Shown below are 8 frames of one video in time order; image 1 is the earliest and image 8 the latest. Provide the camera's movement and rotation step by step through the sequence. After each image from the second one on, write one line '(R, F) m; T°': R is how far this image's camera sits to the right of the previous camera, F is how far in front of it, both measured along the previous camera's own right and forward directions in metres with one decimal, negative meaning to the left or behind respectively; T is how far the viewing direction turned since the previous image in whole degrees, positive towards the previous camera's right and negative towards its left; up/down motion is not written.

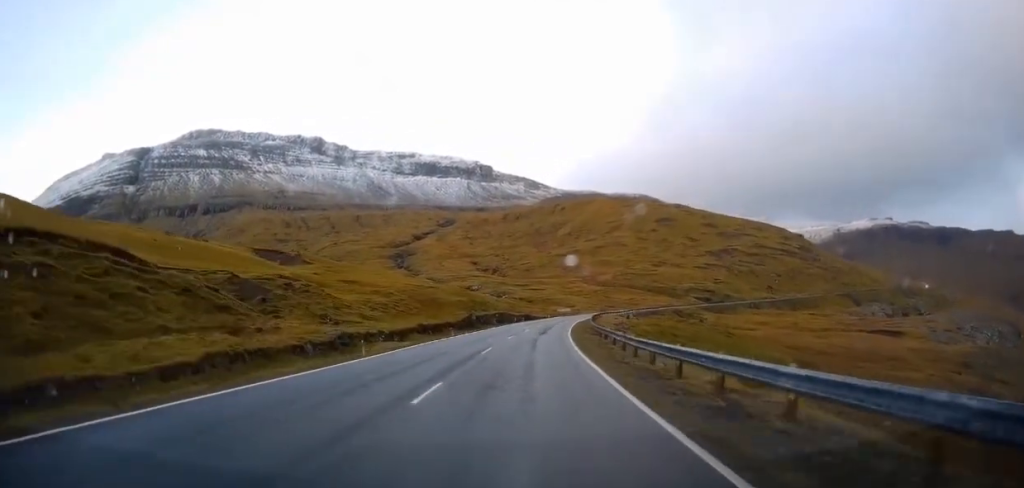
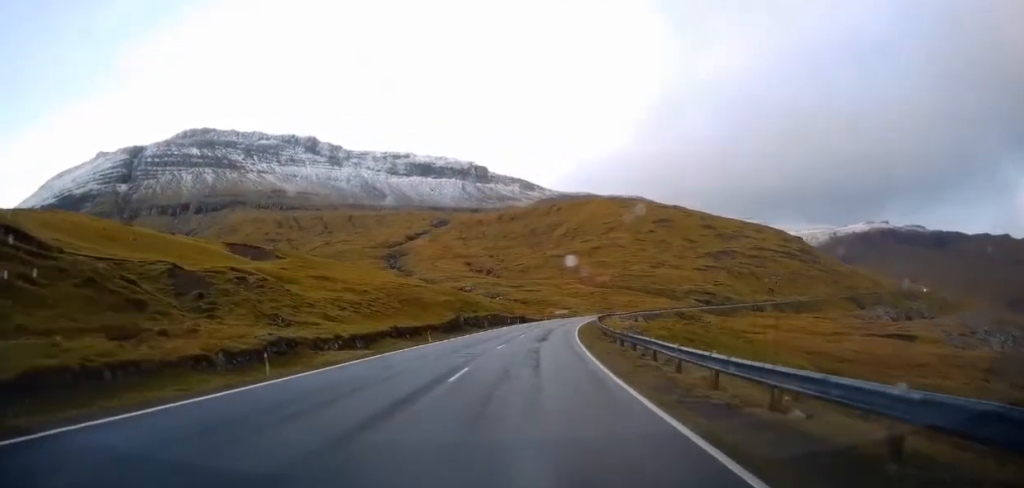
(0.0, +8.9) m; 0°
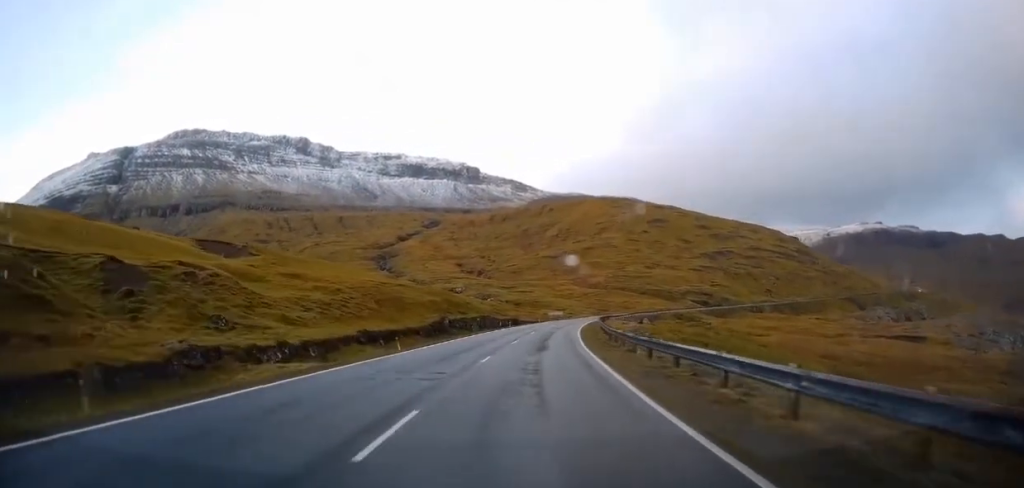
(0.0, +6.9) m; 0°
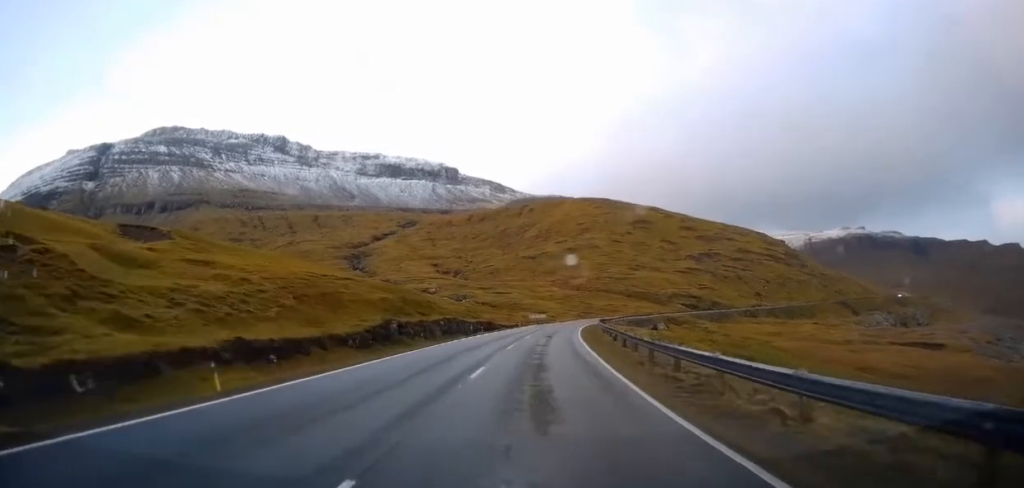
(+0.1, +15.6) m; 0°
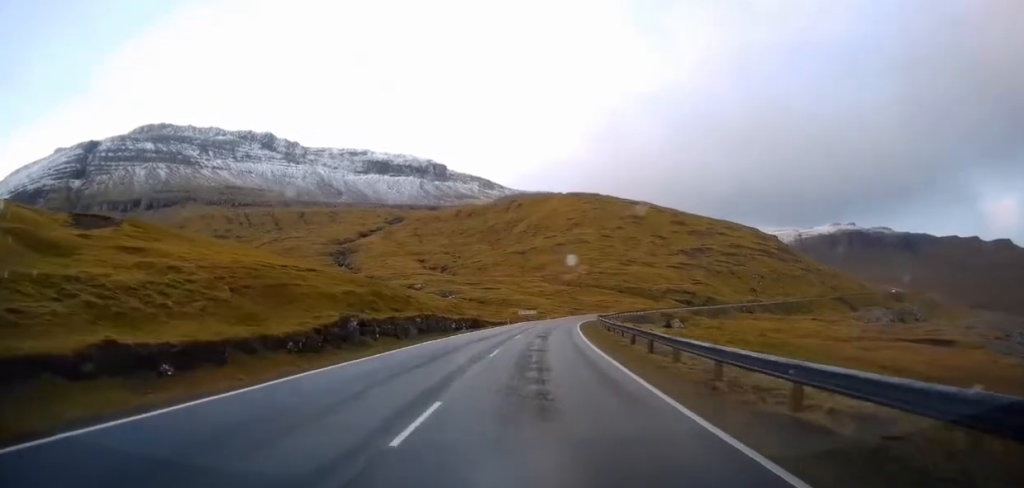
(-0.1, +7.8) m; +1°
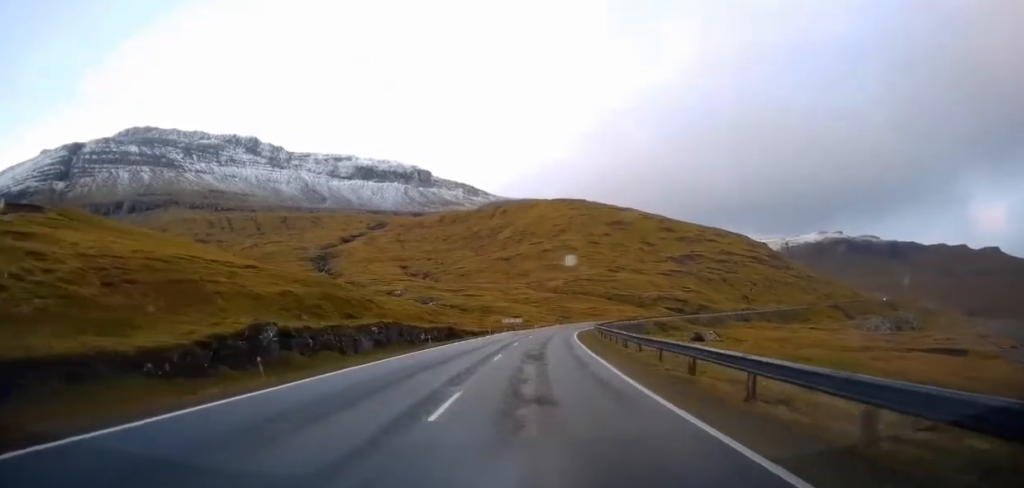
(+0.1, +10.2) m; +1°
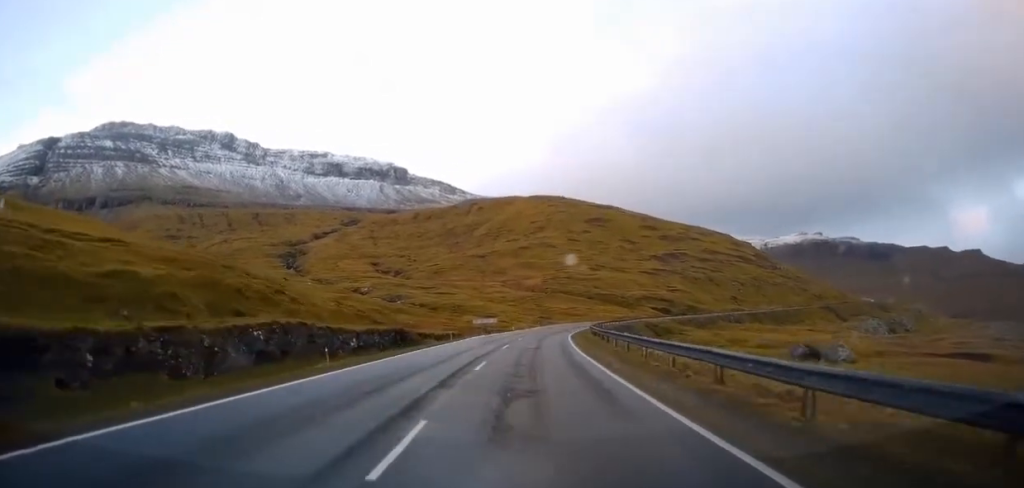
(+0.2, +15.0) m; +1°
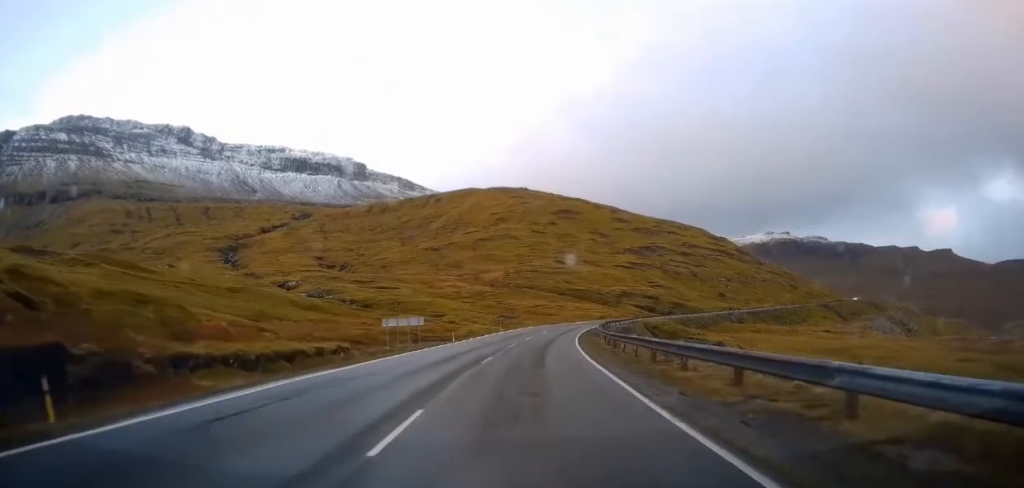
(+1.8, +34.3) m; +7°
